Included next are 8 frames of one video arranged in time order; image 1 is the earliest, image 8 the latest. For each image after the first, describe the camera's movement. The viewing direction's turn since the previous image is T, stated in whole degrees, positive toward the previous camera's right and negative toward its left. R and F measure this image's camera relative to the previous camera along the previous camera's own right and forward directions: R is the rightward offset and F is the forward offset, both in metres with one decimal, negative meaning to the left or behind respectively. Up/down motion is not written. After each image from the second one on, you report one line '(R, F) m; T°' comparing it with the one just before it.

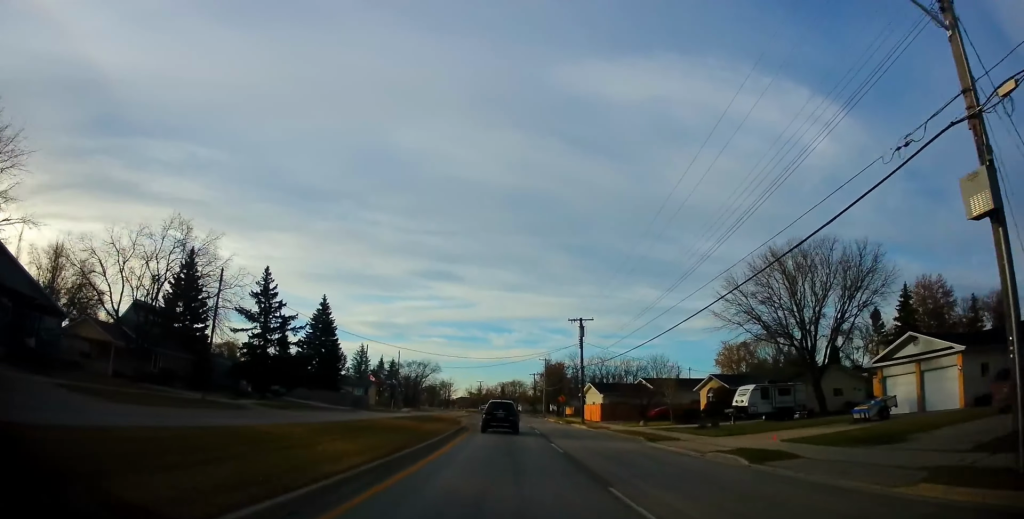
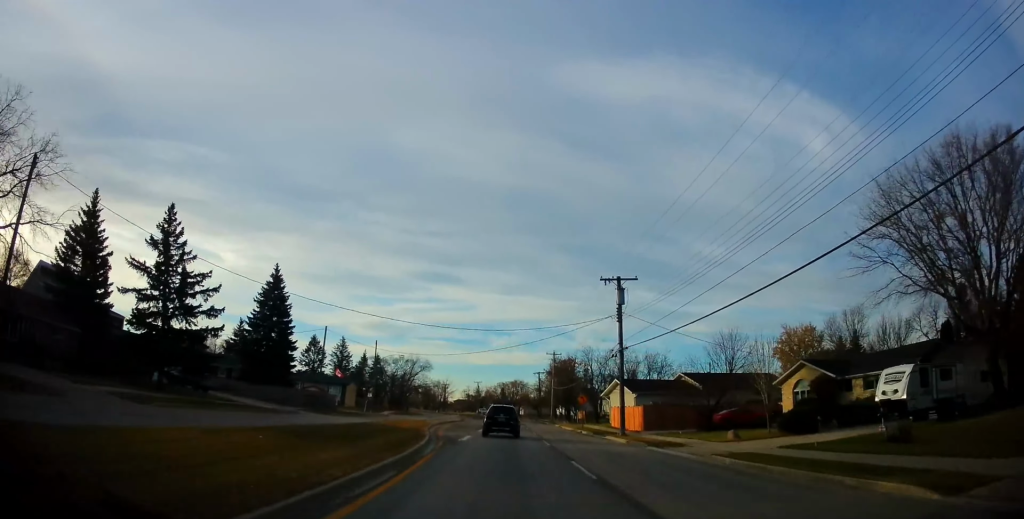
(-0.1, +17.6) m; 0°
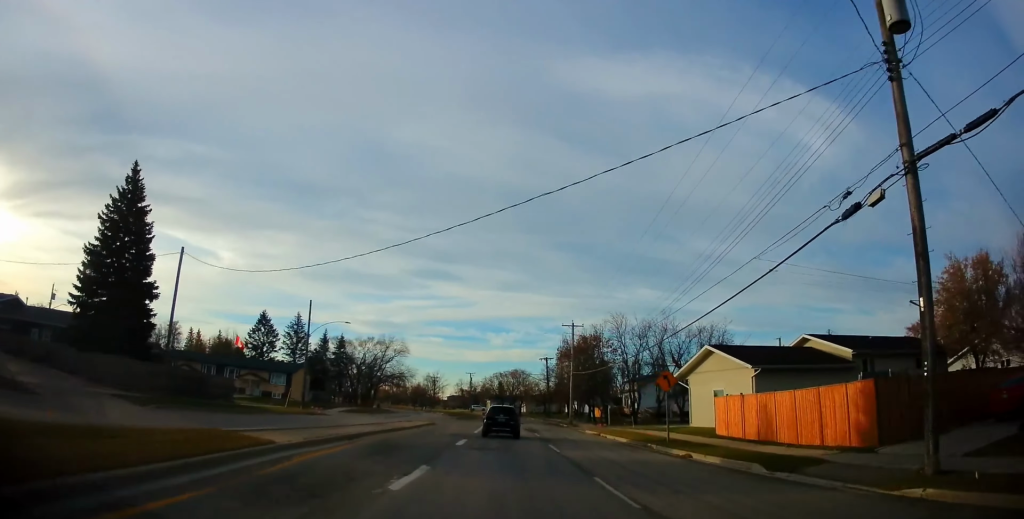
(-0.1, +26.9) m; 0°
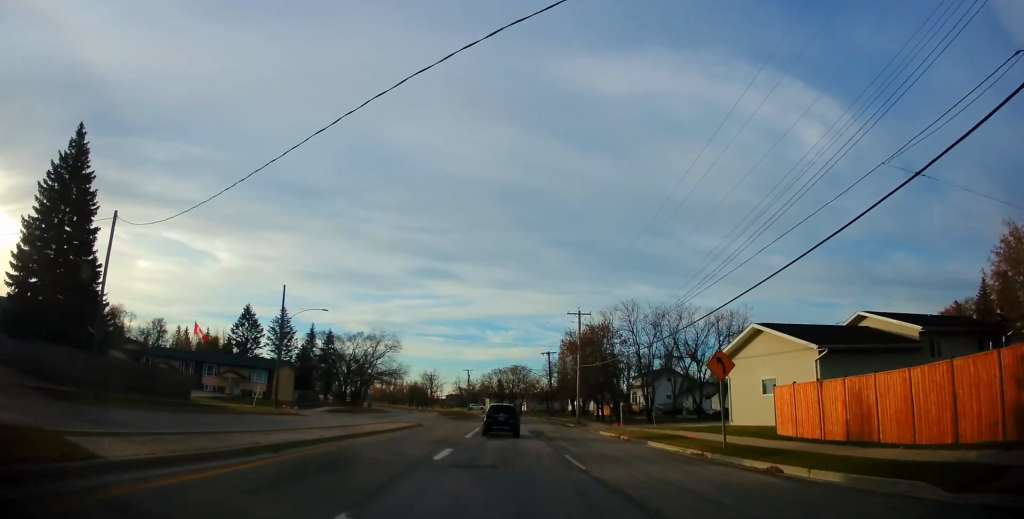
(0.0, +6.3) m; 0°
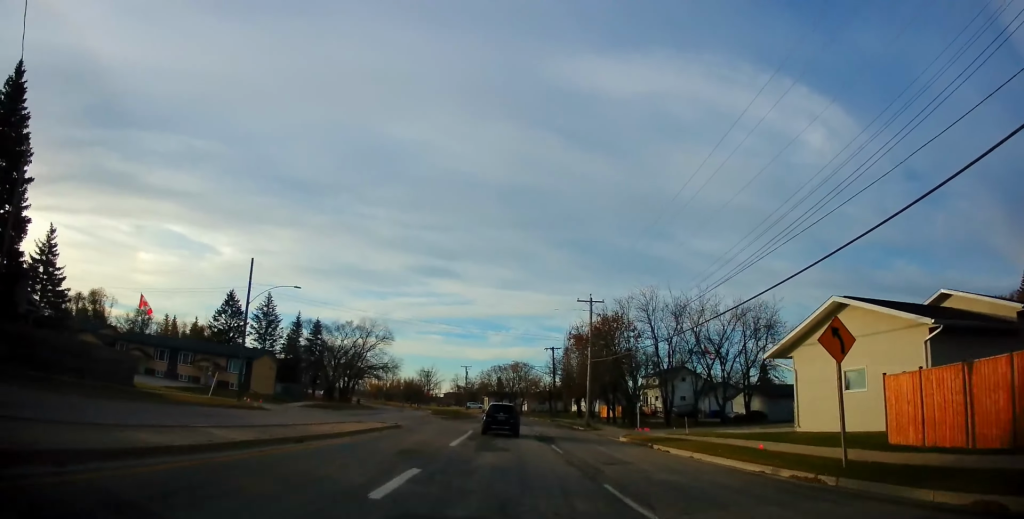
(0.0, +6.8) m; 0°
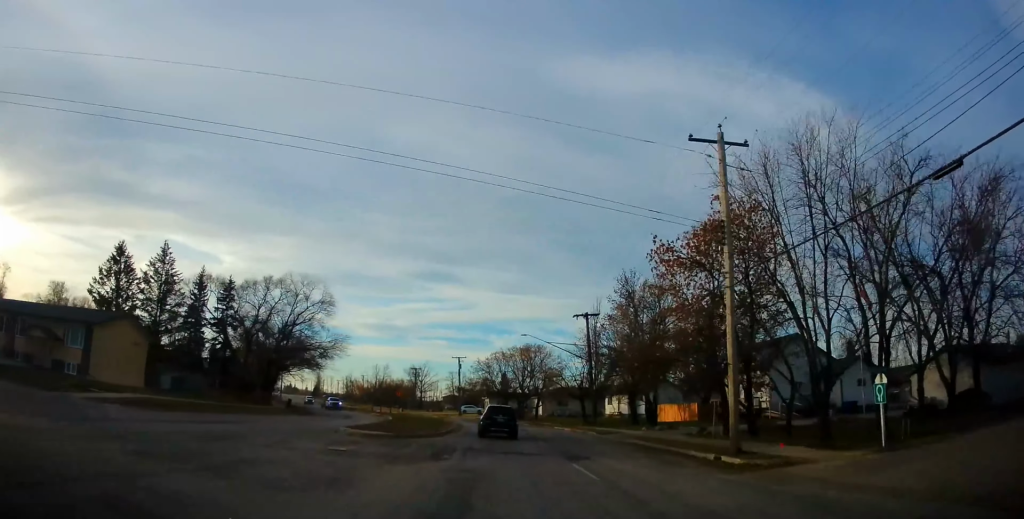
(-0.6, +29.5) m; -2°
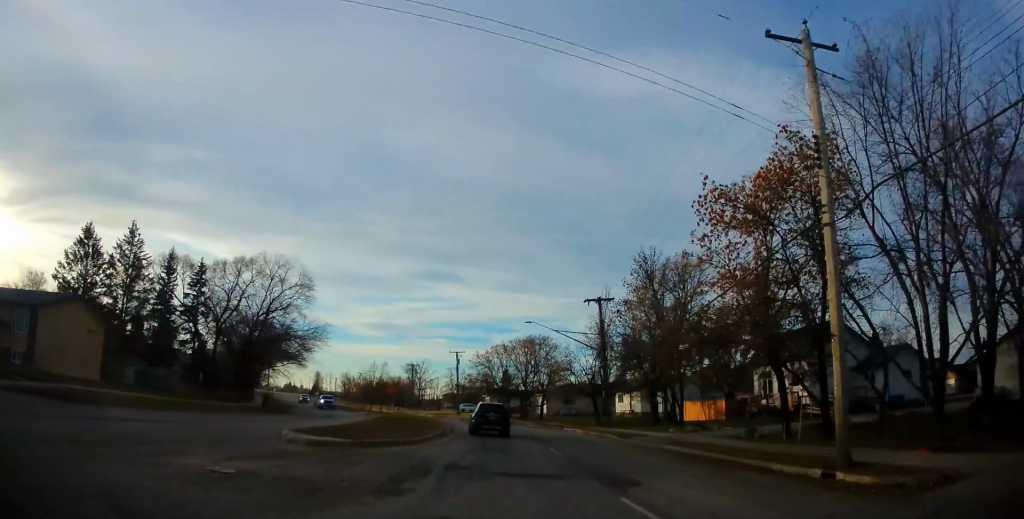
(+0.1, +5.9) m; 0°
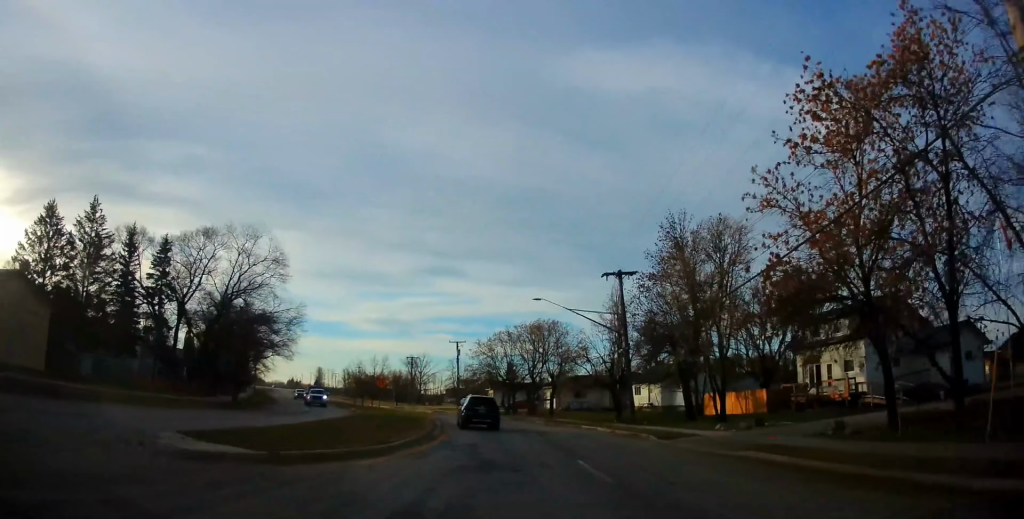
(+0.1, +6.3) m; 0°
